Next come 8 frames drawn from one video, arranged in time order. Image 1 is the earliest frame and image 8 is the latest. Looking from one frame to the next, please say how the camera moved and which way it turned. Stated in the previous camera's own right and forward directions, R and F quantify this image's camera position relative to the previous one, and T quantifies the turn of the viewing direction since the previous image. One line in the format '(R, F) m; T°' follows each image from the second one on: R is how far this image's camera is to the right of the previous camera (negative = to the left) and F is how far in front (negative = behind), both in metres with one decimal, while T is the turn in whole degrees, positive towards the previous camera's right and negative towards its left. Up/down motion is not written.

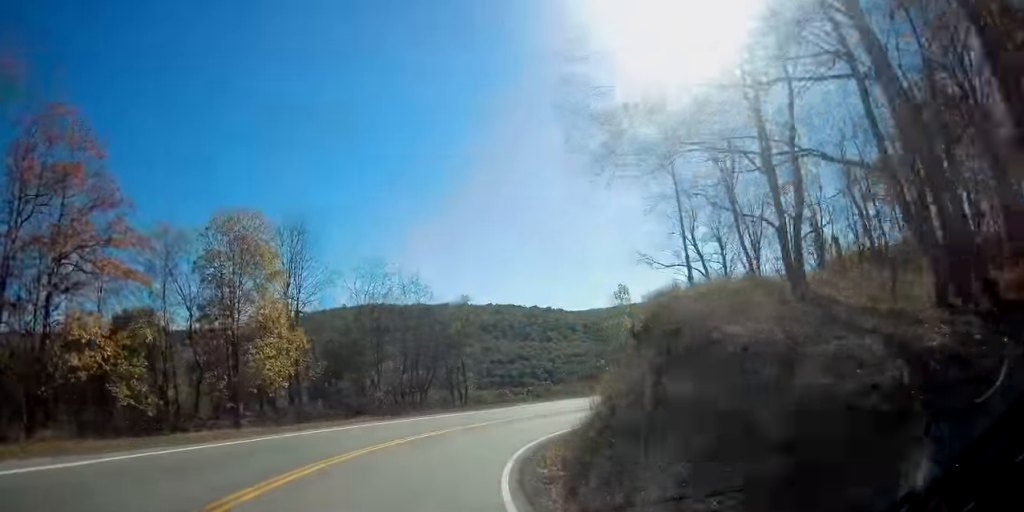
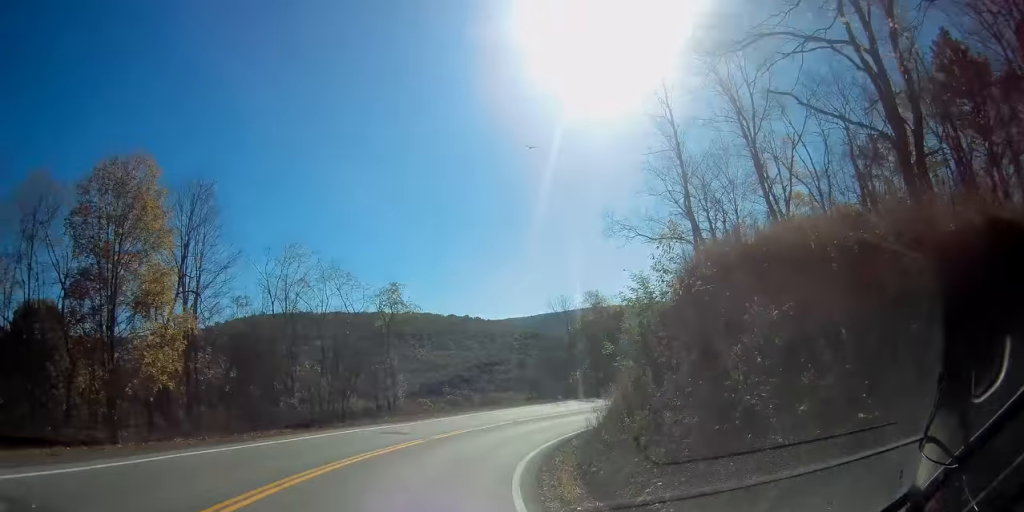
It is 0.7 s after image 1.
(+0.6, +8.2) m; +8°
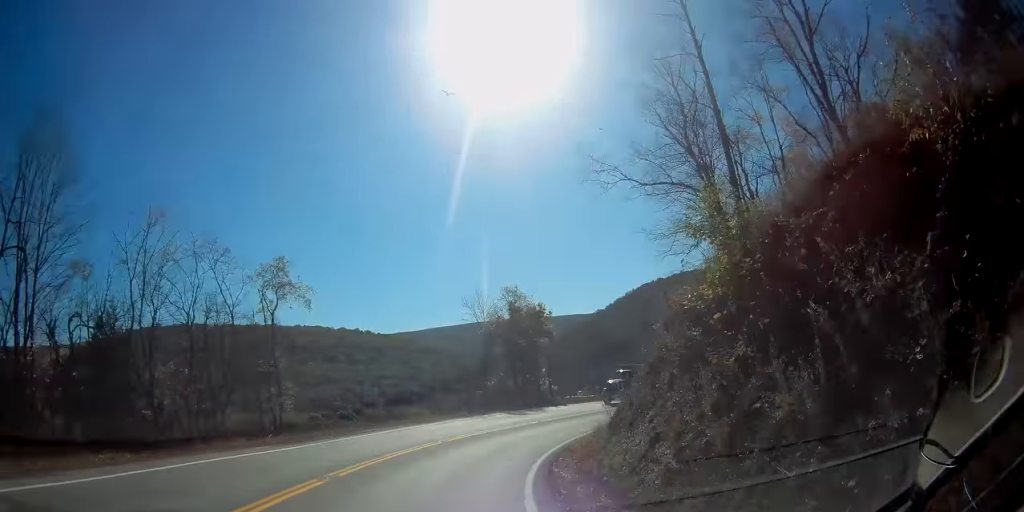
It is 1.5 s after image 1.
(+0.8, +9.8) m; +11°
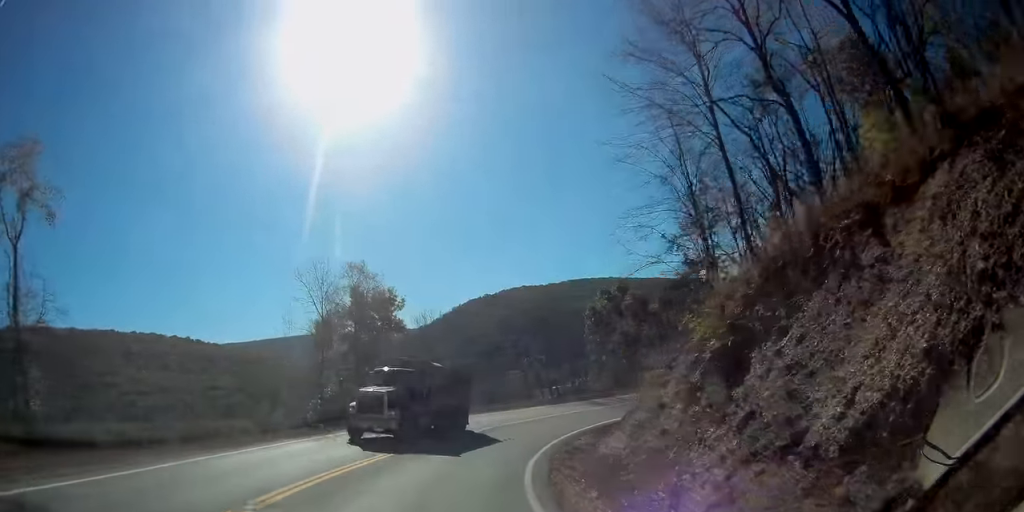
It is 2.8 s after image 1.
(+2.5, +14.1) m; +18°
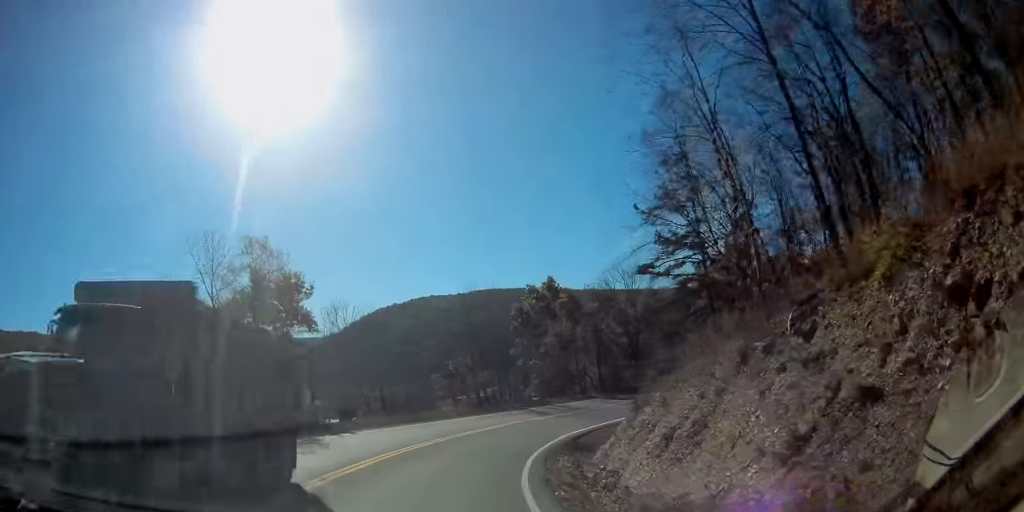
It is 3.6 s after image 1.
(+0.7, +8.1) m; +10°
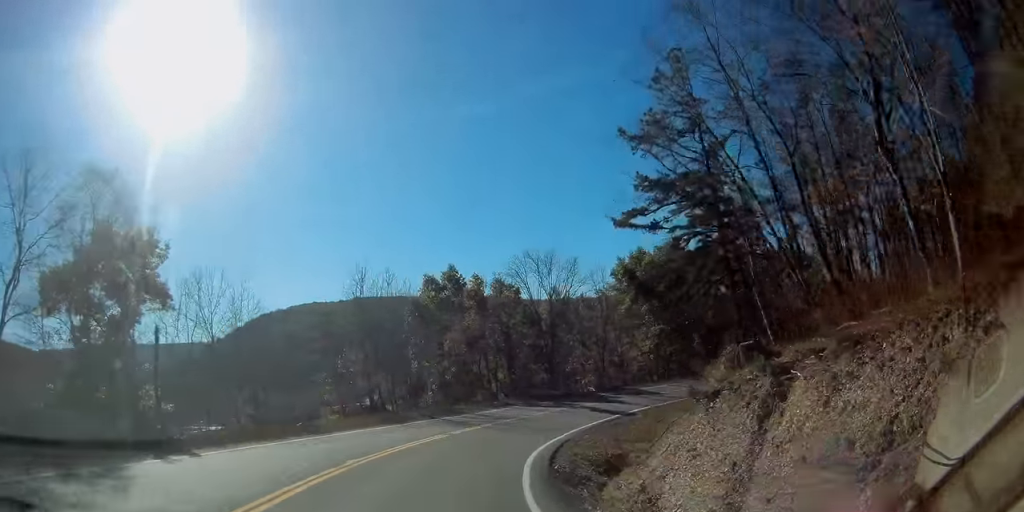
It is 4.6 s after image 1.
(+1.3, +10.7) m; +13°
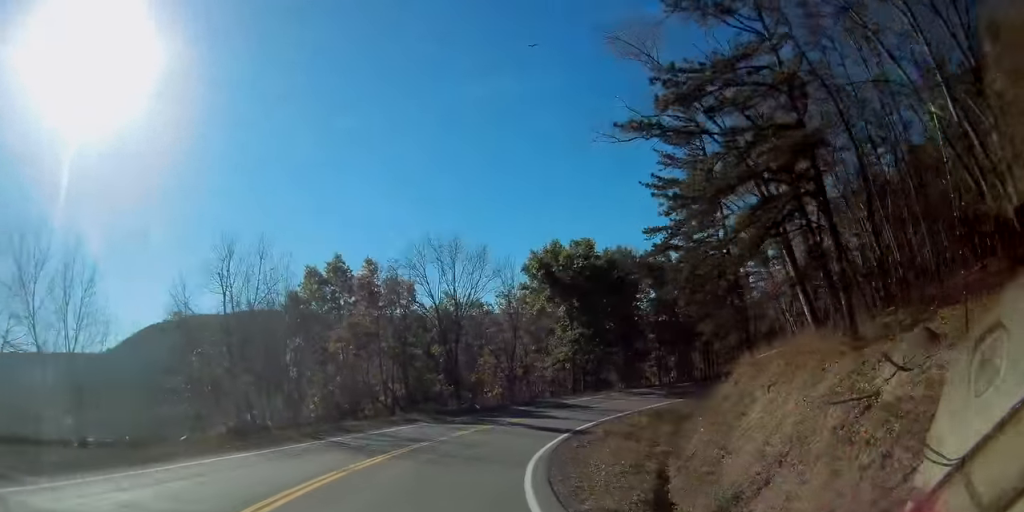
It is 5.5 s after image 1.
(+1.1, +10.6) m; +12°
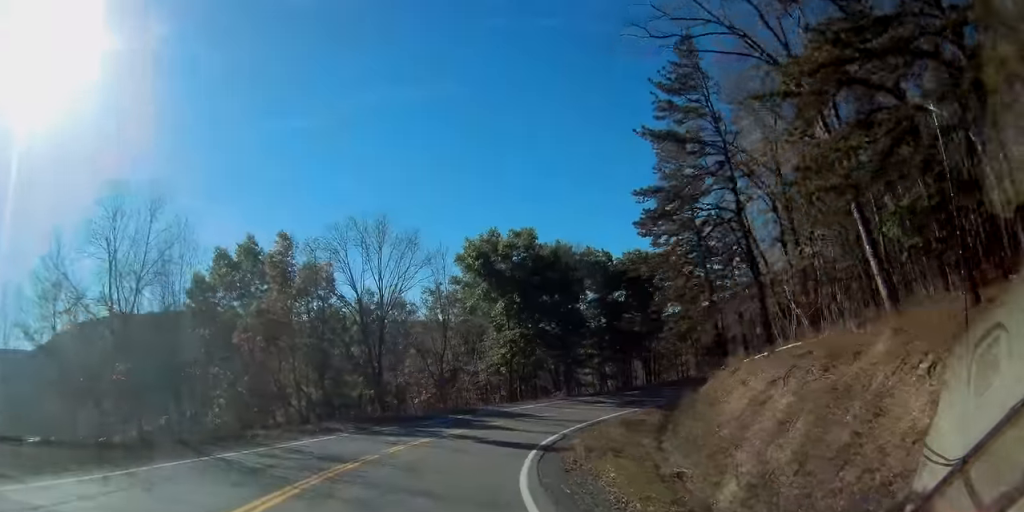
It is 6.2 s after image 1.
(+0.2, +7.5) m; +8°
